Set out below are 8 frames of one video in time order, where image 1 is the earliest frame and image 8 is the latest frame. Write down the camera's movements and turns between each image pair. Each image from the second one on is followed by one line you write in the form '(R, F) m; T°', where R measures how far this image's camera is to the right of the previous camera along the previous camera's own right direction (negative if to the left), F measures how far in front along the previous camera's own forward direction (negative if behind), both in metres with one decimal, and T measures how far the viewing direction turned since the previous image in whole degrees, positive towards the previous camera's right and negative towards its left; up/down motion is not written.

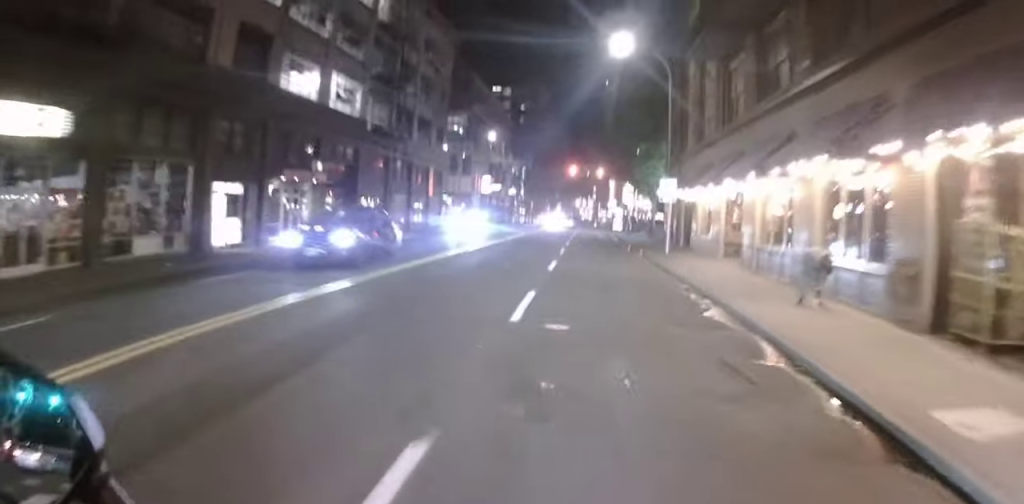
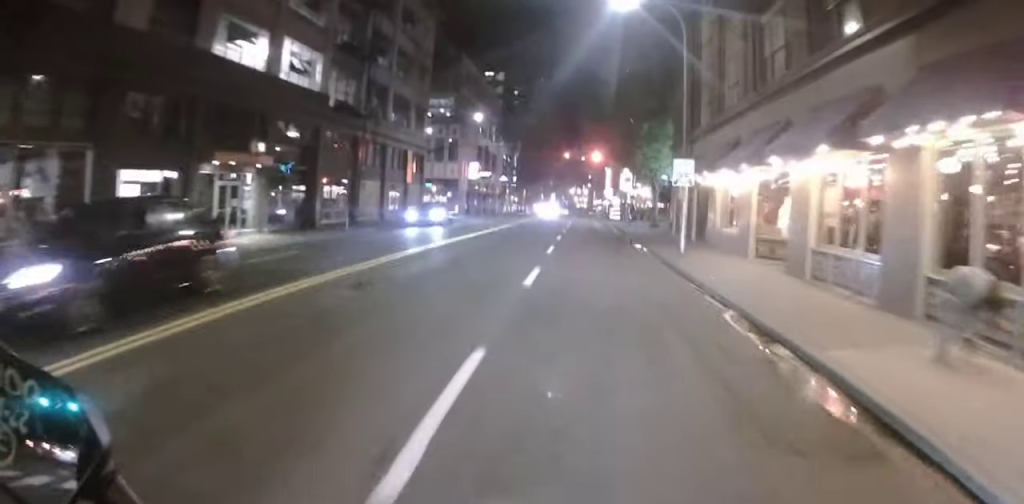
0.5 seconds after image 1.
(+0.2, +4.6) m; +1°
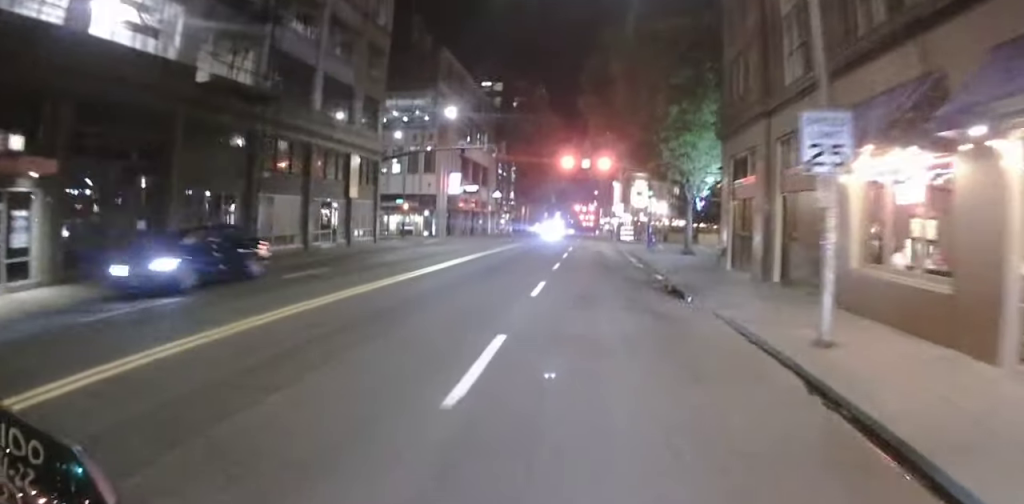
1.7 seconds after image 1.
(+0.3, +12.8) m; -3°
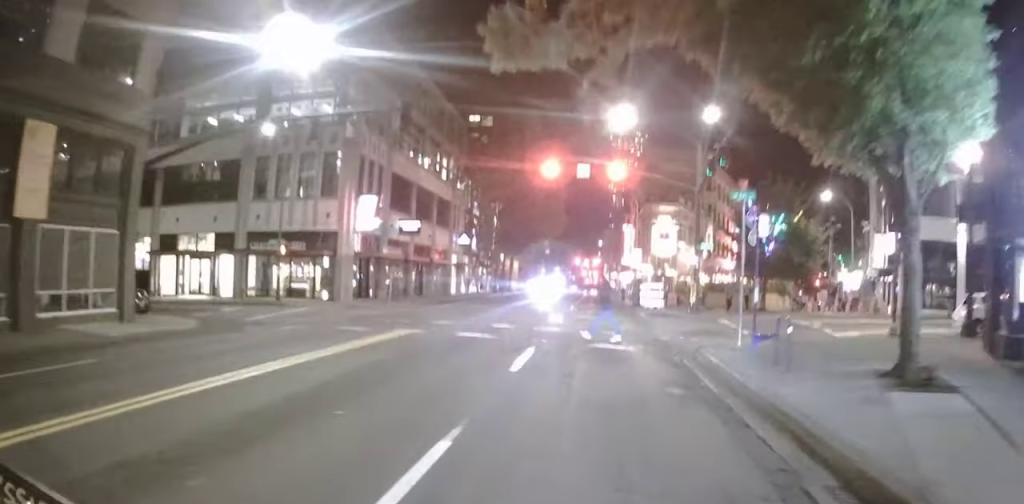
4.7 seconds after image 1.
(-1.2, +30.3) m; +3°
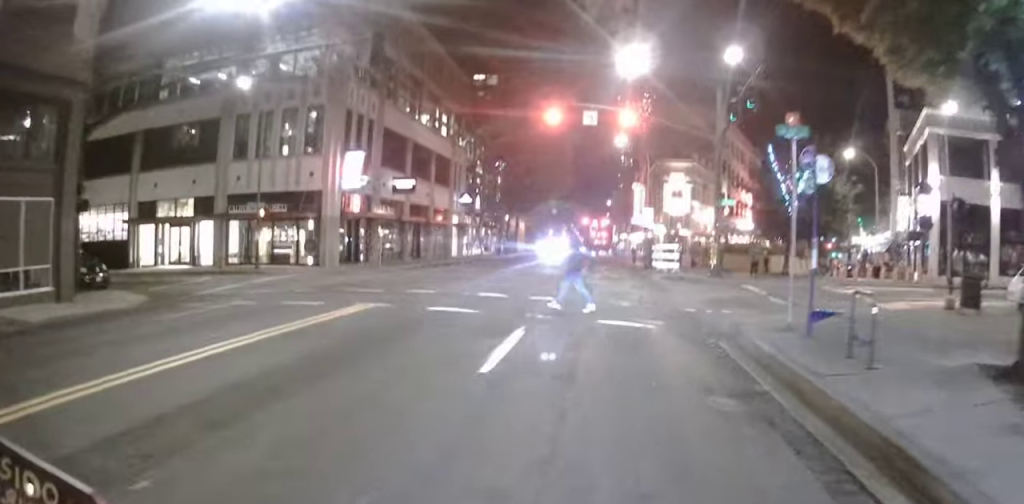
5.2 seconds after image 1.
(+0.1, +4.6) m; +1°
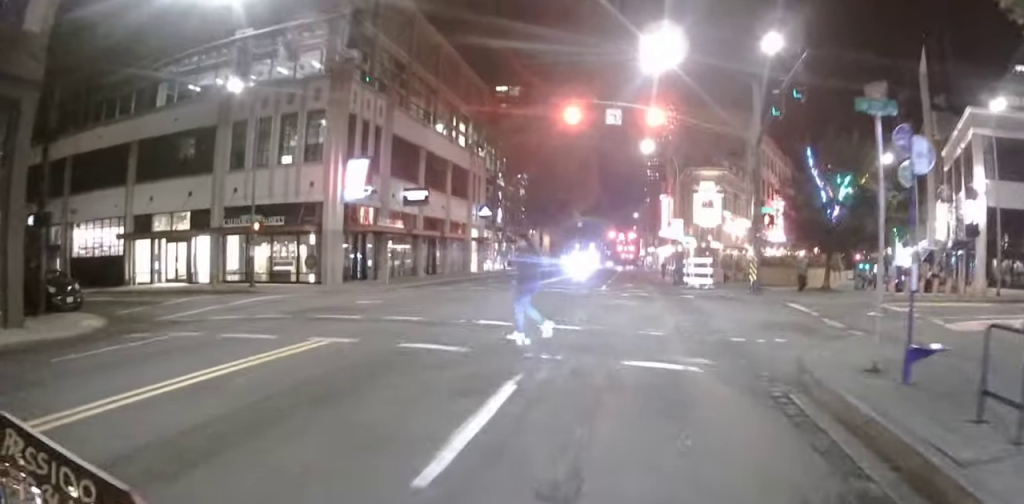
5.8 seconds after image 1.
(0.0, +5.0) m; 0°
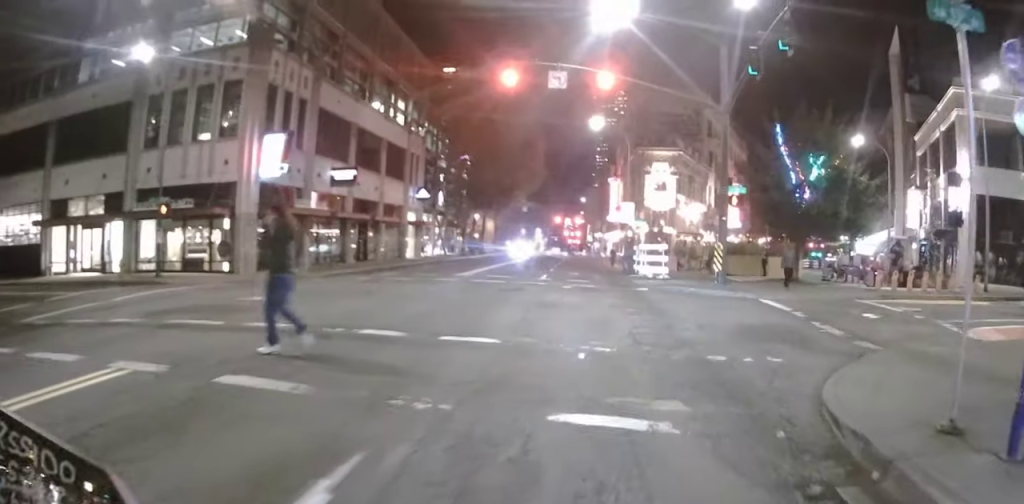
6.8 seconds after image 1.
(0.0, +6.6) m; 0°
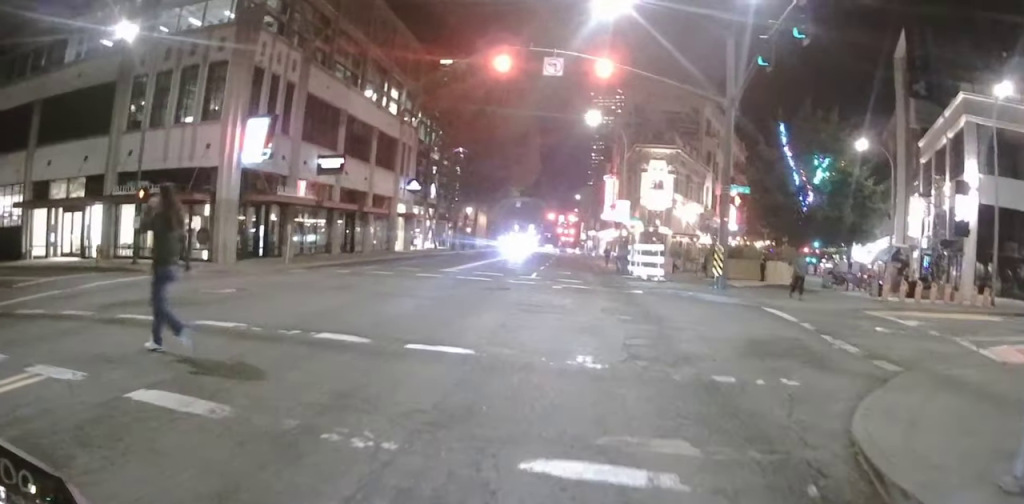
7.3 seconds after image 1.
(0.0, +2.4) m; 0°
